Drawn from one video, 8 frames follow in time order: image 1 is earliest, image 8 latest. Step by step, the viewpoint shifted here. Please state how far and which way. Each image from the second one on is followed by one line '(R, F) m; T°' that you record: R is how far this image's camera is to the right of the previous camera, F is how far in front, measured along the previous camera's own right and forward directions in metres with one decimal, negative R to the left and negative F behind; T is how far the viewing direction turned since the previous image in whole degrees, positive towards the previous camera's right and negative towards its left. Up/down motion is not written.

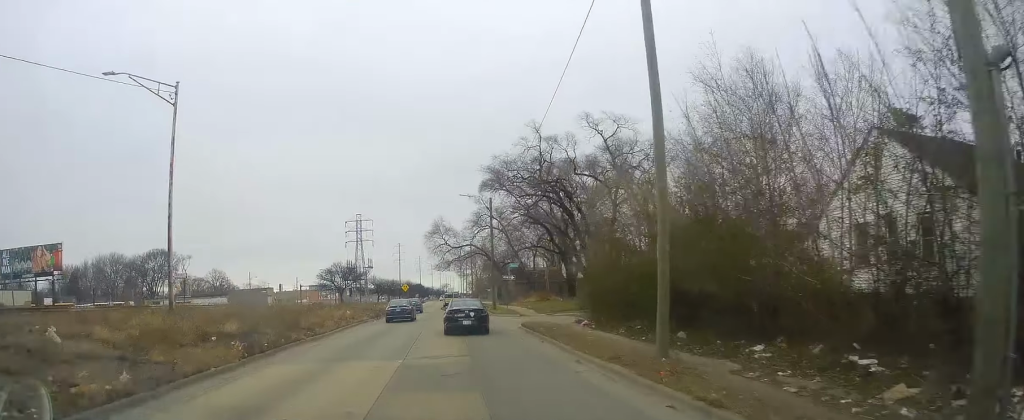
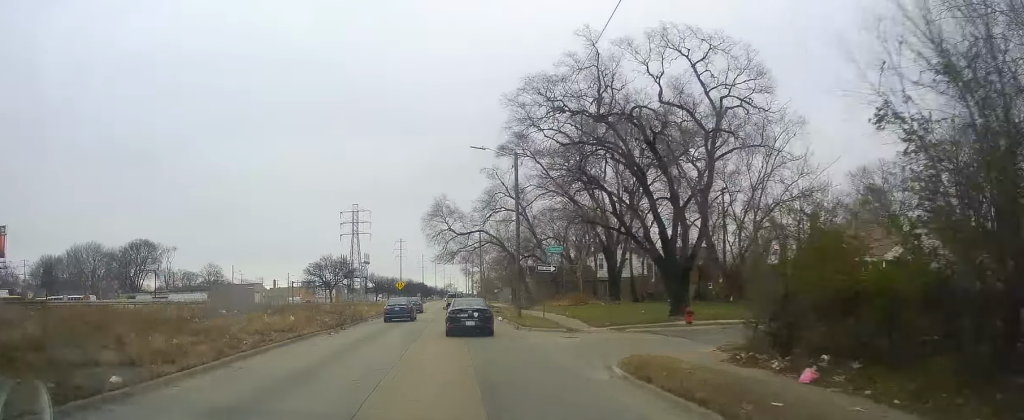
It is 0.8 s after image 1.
(-0.4, +17.2) m; -1°
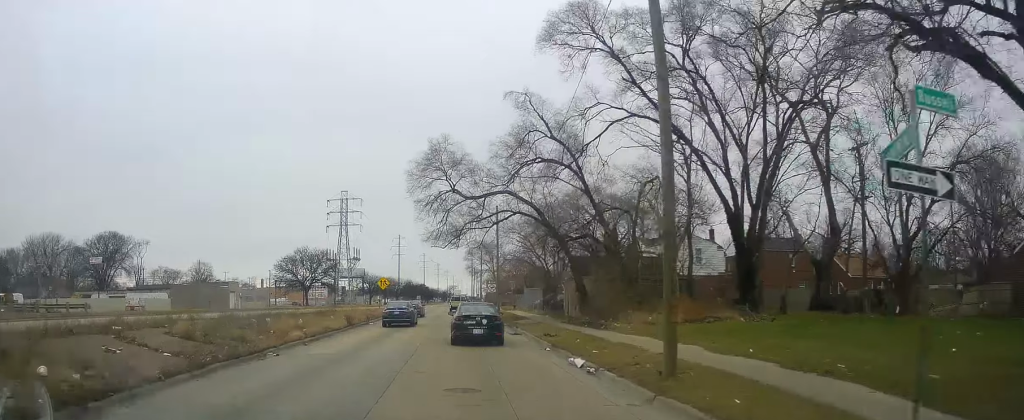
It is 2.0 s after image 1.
(+0.1, +24.1) m; +1°
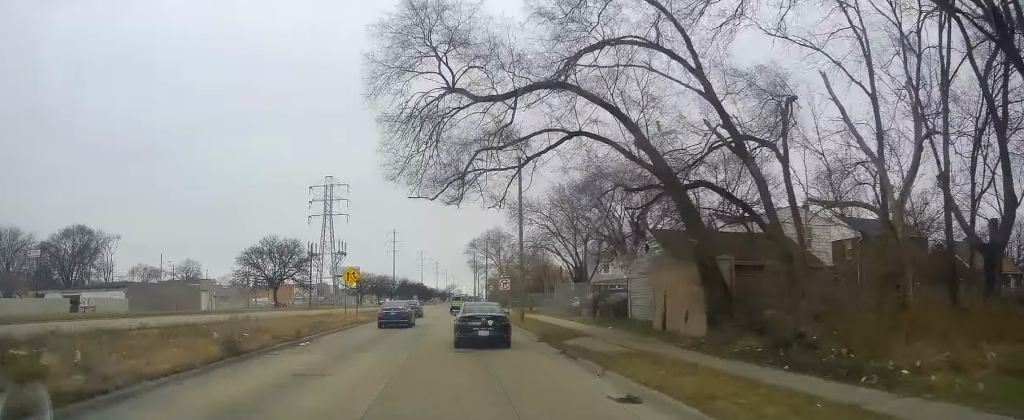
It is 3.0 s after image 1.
(+0.2, +18.7) m; +1°
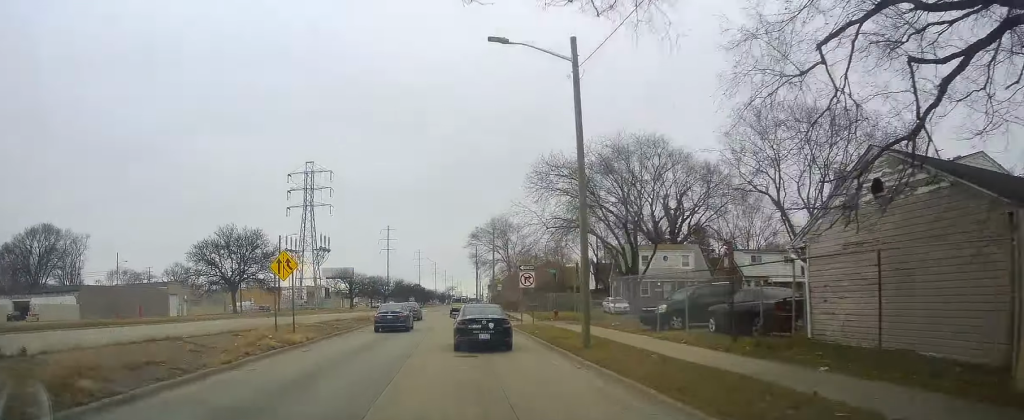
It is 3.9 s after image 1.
(+0.3, +16.8) m; 0°
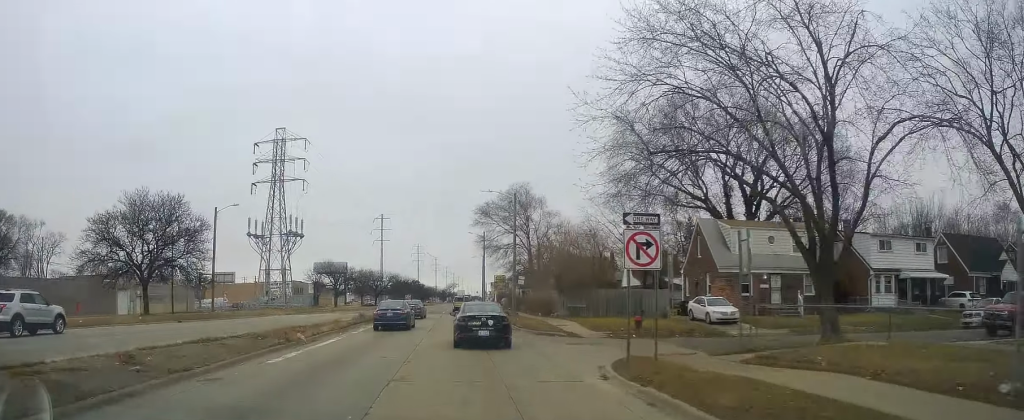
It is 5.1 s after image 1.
(-0.8, +22.2) m; -2°
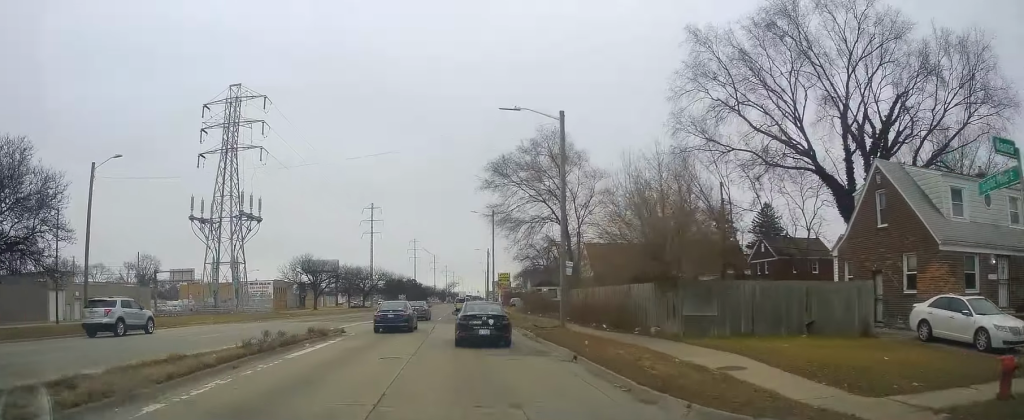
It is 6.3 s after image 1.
(+0.2, +20.7) m; +3°
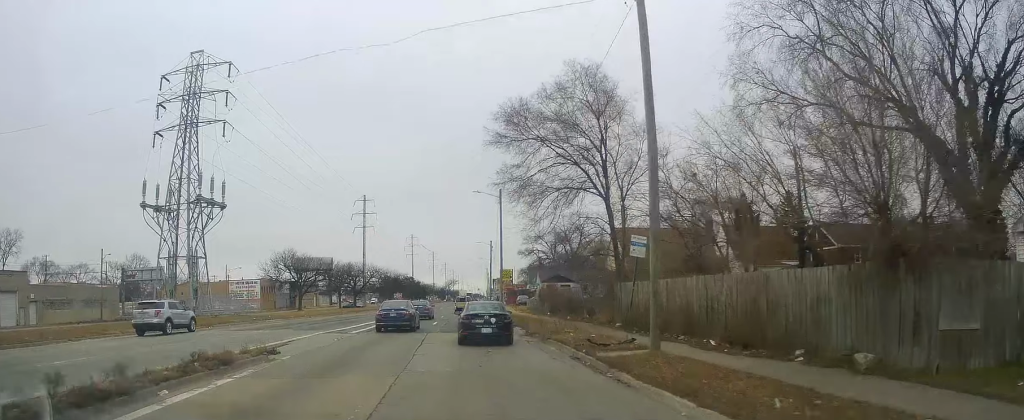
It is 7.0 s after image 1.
(+0.3, +11.7) m; 0°
